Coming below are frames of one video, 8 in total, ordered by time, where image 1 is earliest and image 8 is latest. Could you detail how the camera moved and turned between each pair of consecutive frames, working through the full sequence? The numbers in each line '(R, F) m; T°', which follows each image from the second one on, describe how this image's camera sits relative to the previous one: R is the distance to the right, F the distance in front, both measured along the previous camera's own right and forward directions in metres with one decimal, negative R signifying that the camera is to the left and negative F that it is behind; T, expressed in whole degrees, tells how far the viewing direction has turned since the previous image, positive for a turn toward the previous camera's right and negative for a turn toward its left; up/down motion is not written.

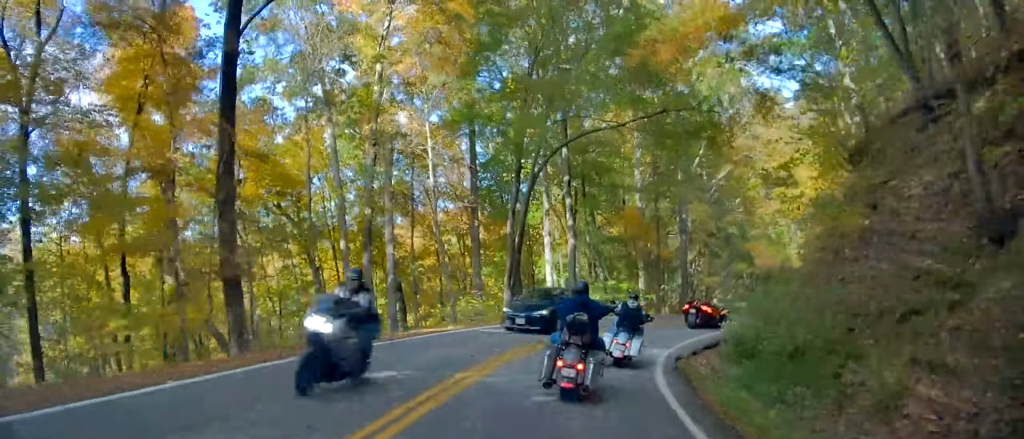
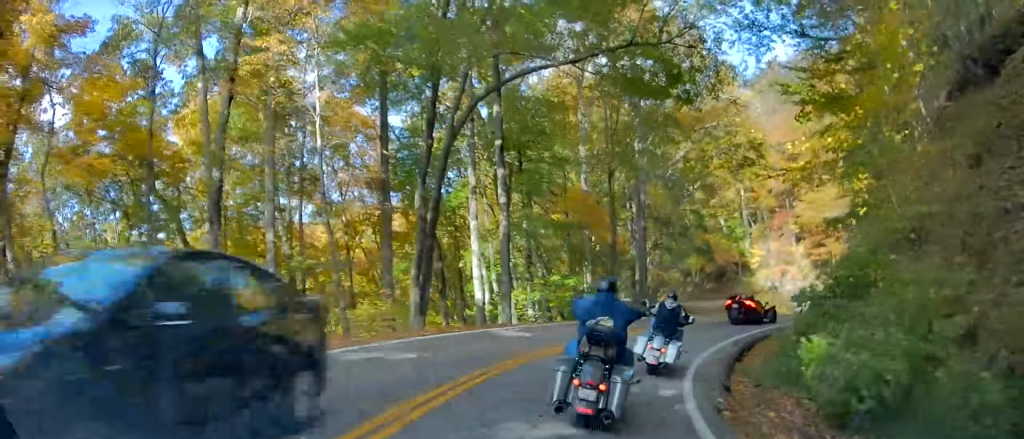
(0.0, +9.1) m; +3°
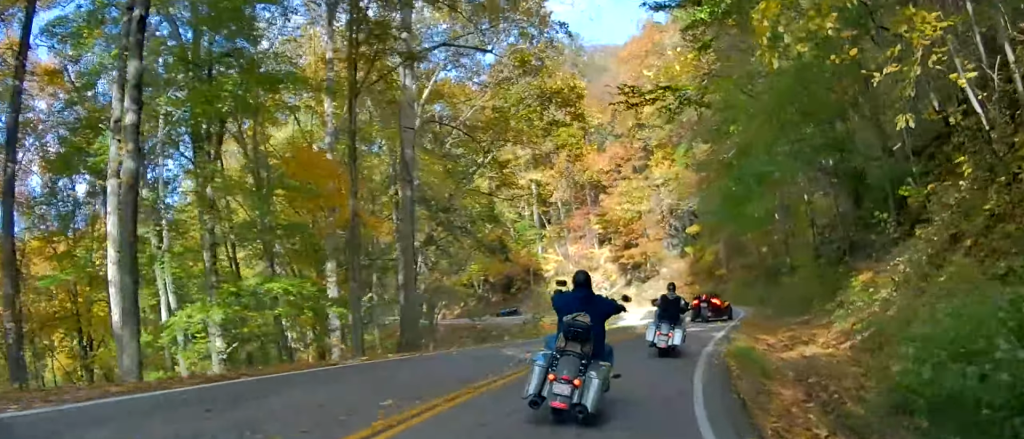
(+1.5, +18.4) m; +9°
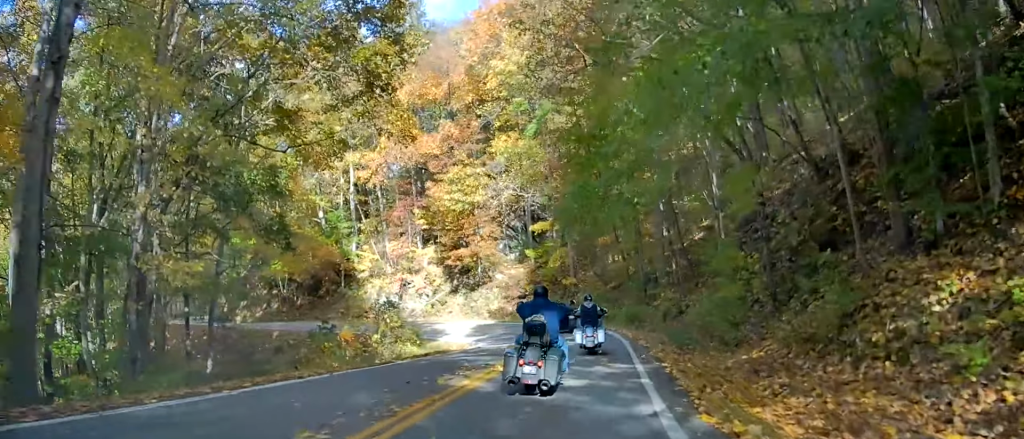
(+1.3, +15.4) m; +13°
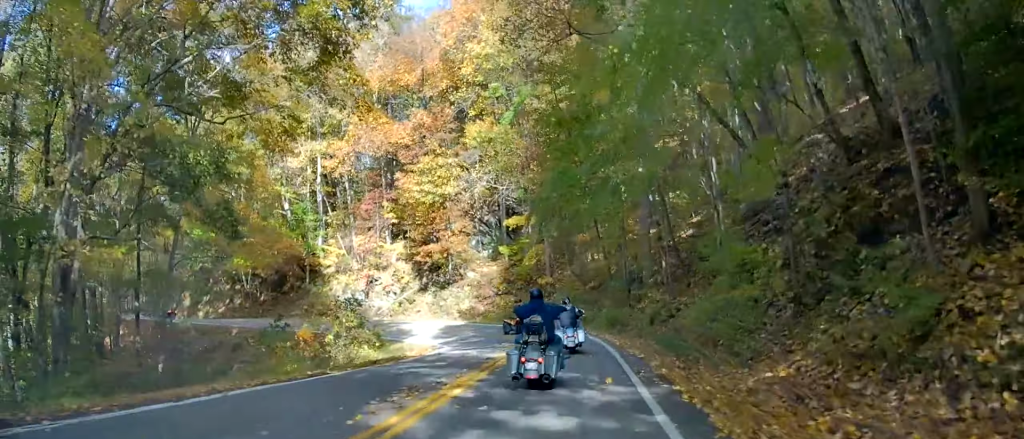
(+0.4, +4.1) m; +3°
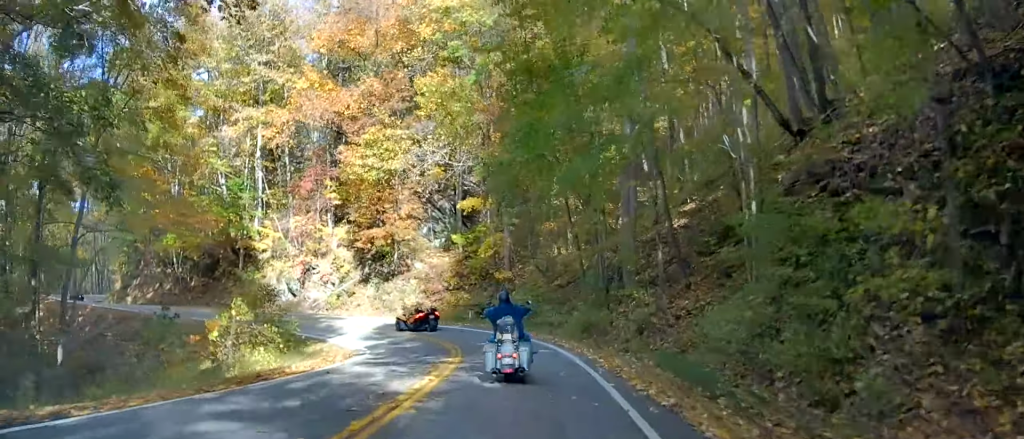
(+0.5, +8.2) m; +6°
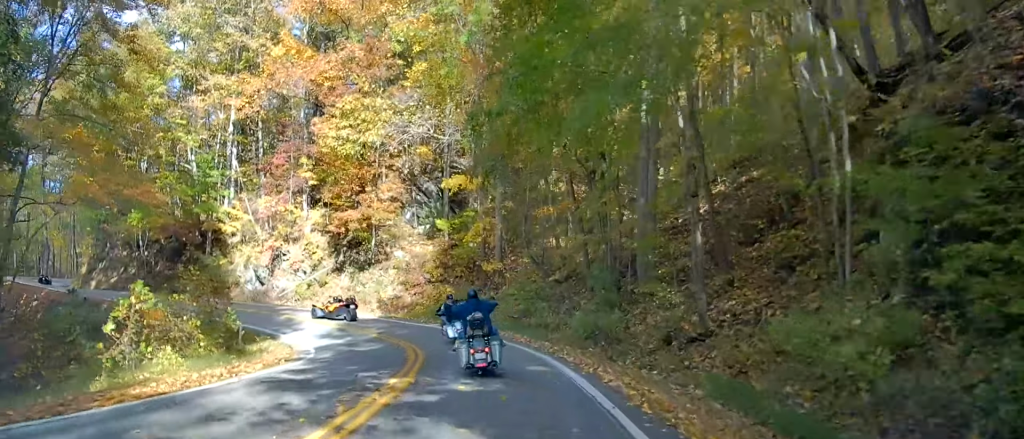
(0.0, +6.0) m; +4°
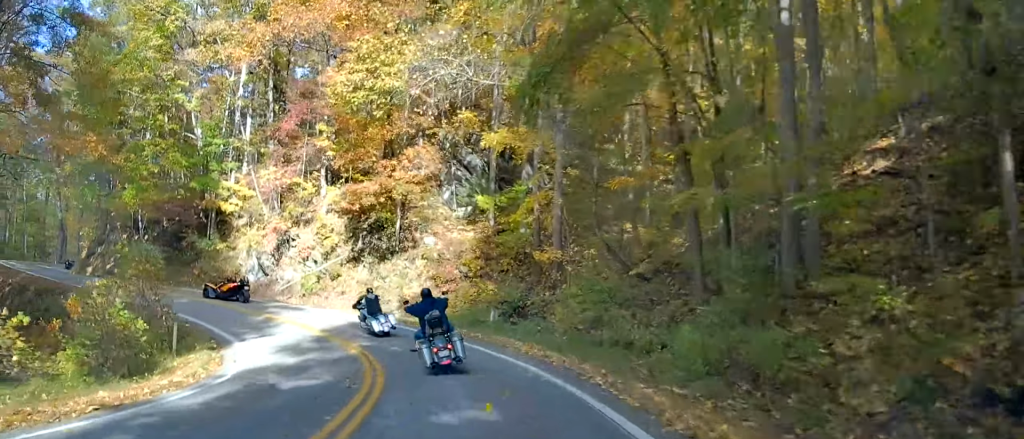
(+0.6, +10.0) m; +2°
